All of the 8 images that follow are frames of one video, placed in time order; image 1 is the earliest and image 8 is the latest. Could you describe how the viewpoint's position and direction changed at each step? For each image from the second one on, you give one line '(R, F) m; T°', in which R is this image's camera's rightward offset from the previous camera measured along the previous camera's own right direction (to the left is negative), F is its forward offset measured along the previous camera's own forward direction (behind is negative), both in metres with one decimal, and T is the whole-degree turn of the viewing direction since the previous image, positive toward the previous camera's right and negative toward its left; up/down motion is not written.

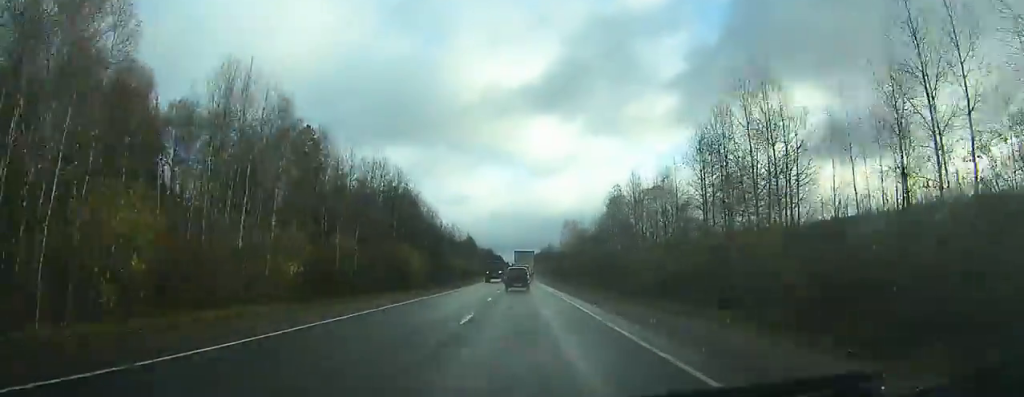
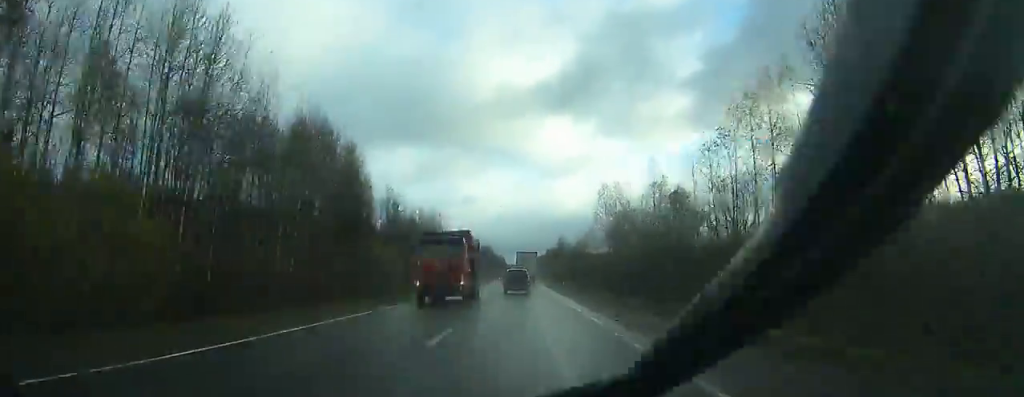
(+0.2, +63.3) m; 0°
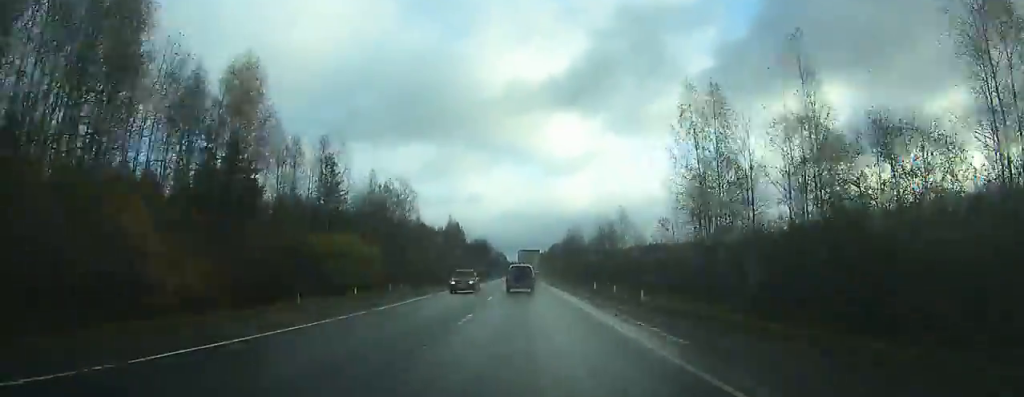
(-0.1, +44.5) m; 0°
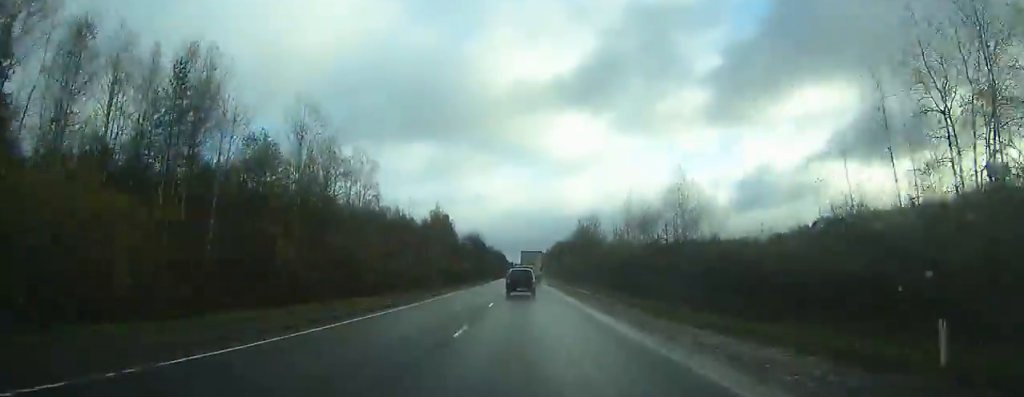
(0.0, +38.6) m; 0°
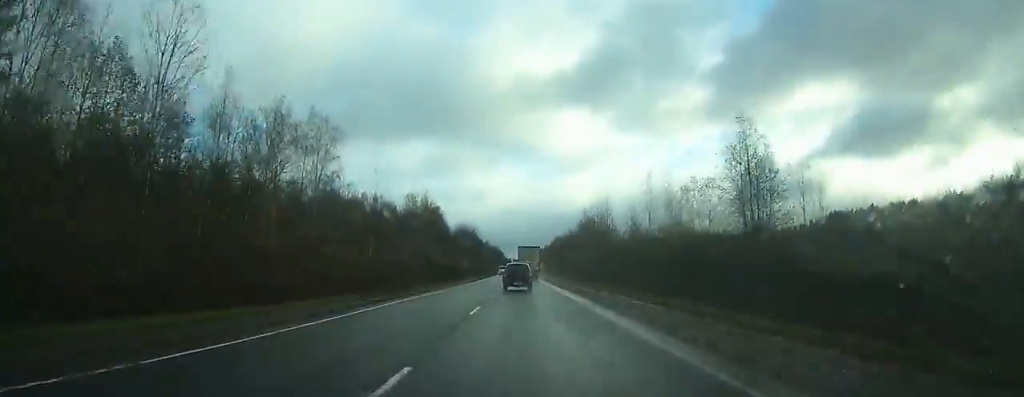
(0.0, +20.0) m; 0°
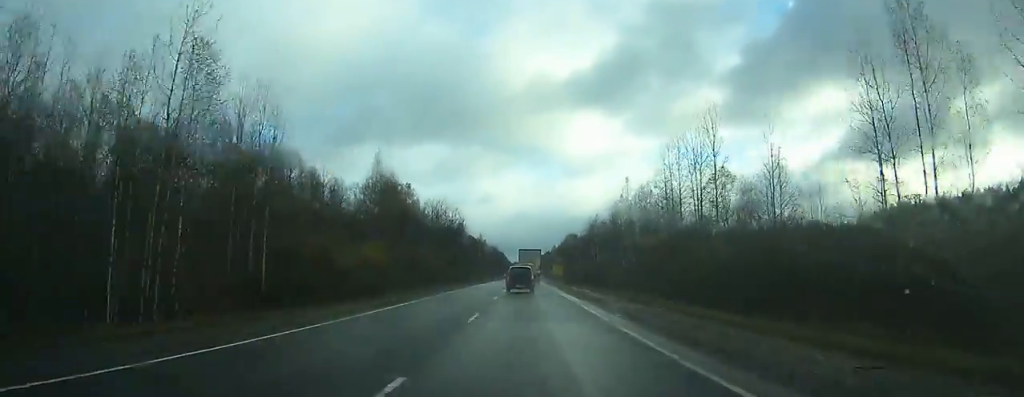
(-0.3, +62.1) m; 0°
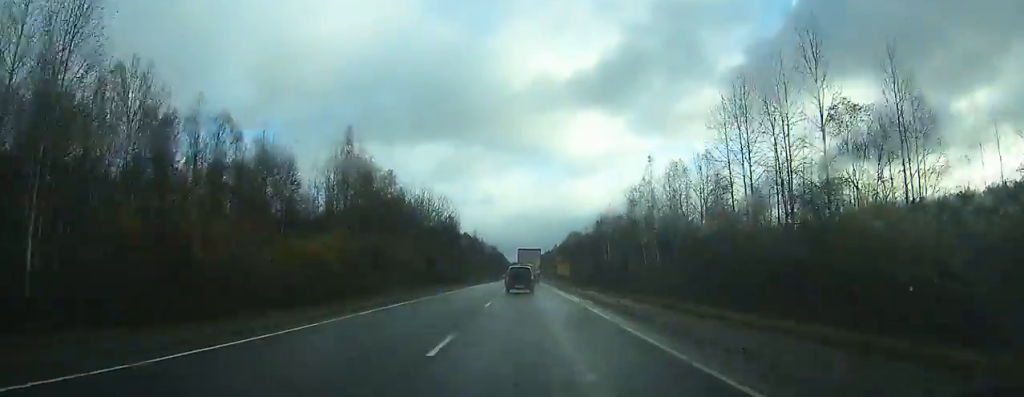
(-0.1, +19.0) m; 0°
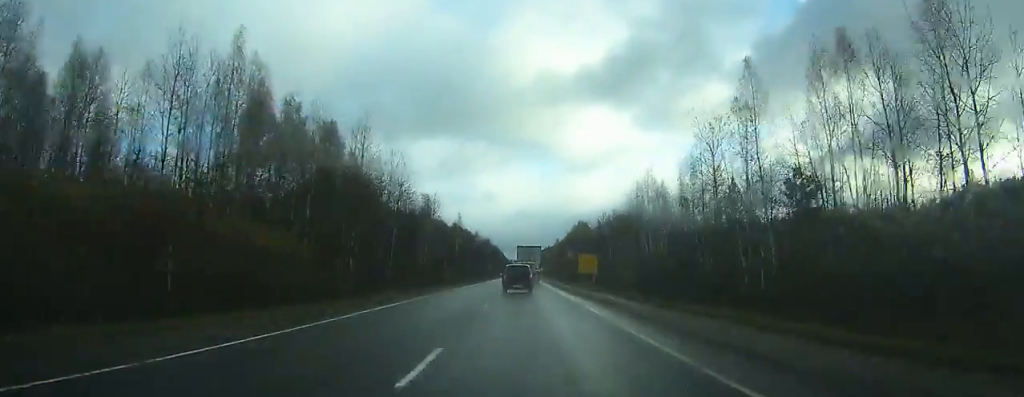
(+0.1, +38.4) m; 0°
